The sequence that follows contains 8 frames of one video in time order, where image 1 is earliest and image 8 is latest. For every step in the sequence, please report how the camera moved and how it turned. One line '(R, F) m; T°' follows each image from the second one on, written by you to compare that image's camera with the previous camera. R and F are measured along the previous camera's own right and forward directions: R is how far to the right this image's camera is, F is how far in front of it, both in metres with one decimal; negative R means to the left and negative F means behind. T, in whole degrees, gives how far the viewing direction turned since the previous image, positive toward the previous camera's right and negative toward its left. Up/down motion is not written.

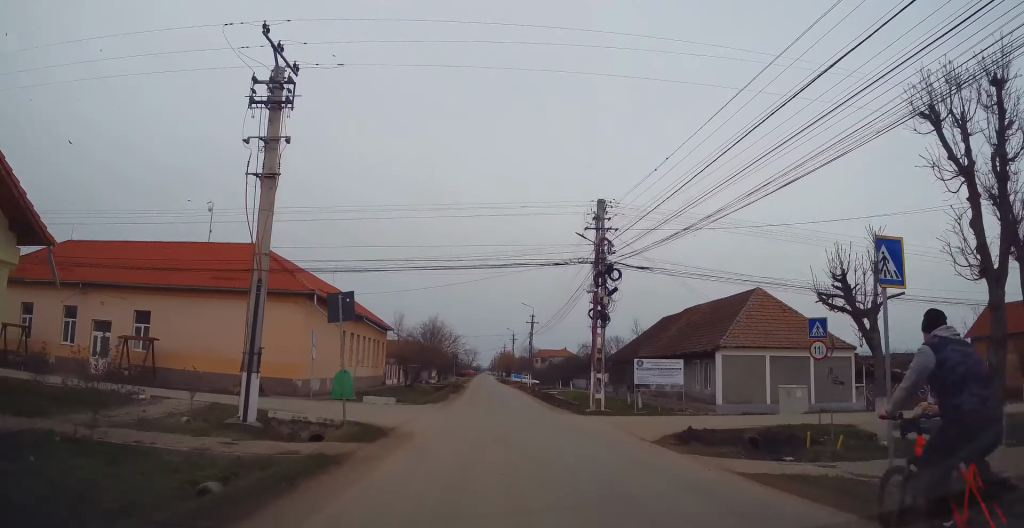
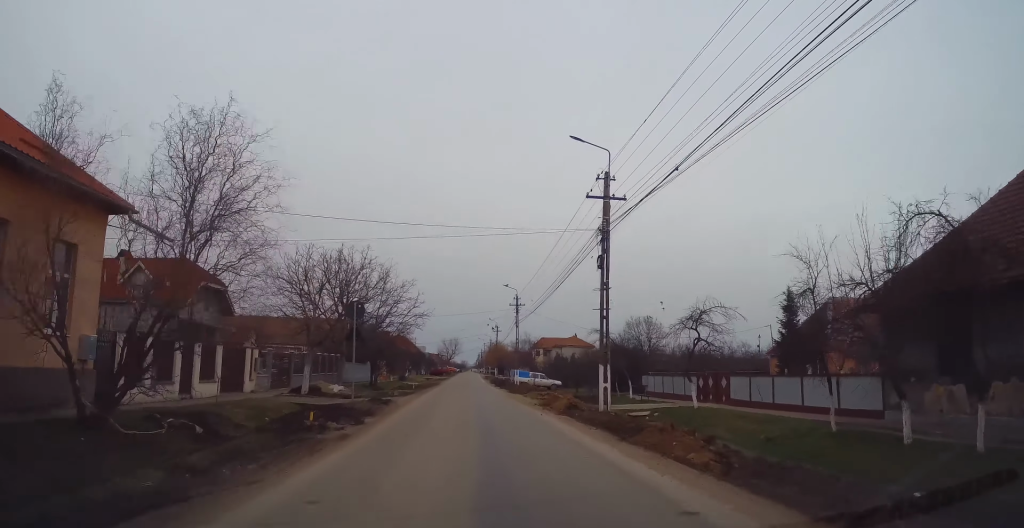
(-0.2, +43.4) m; 0°
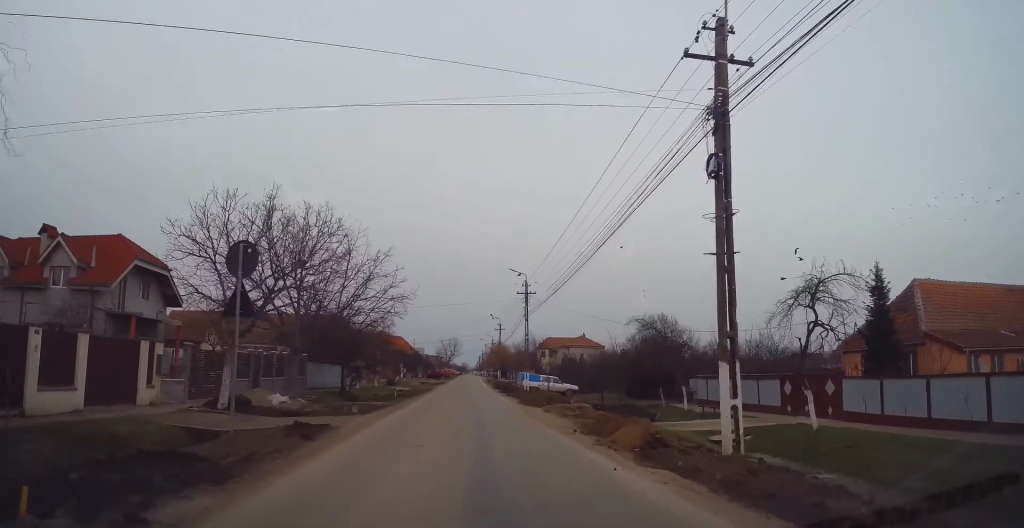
(+0.1, +9.4) m; 0°
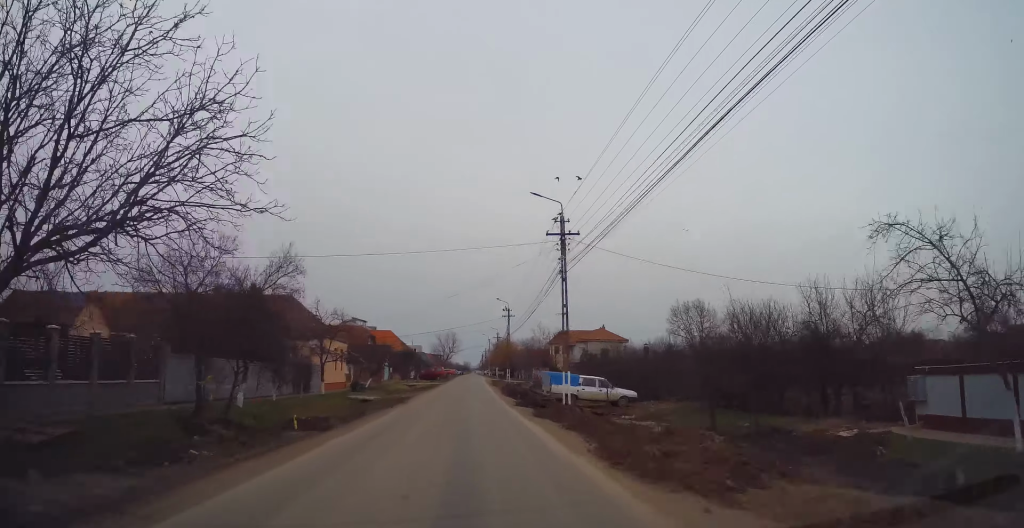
(-0.1, +18.0) m; 0°
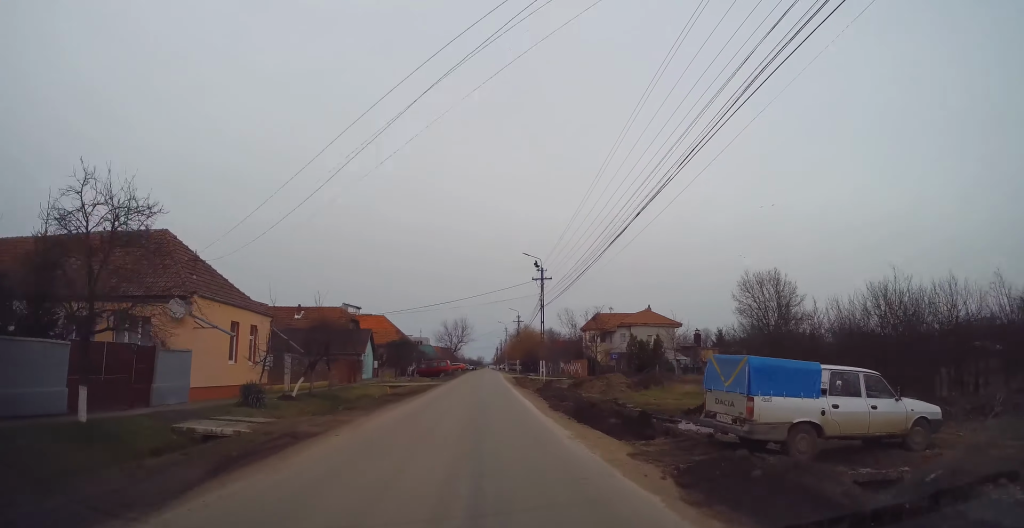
(0.0, +21.6) m; 0°
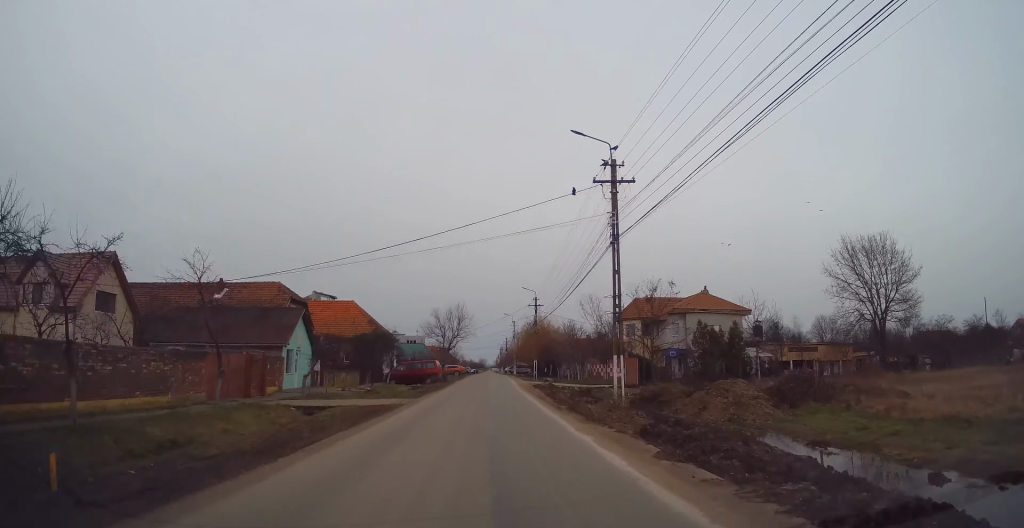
(-0.1, +21.7) m; -1°
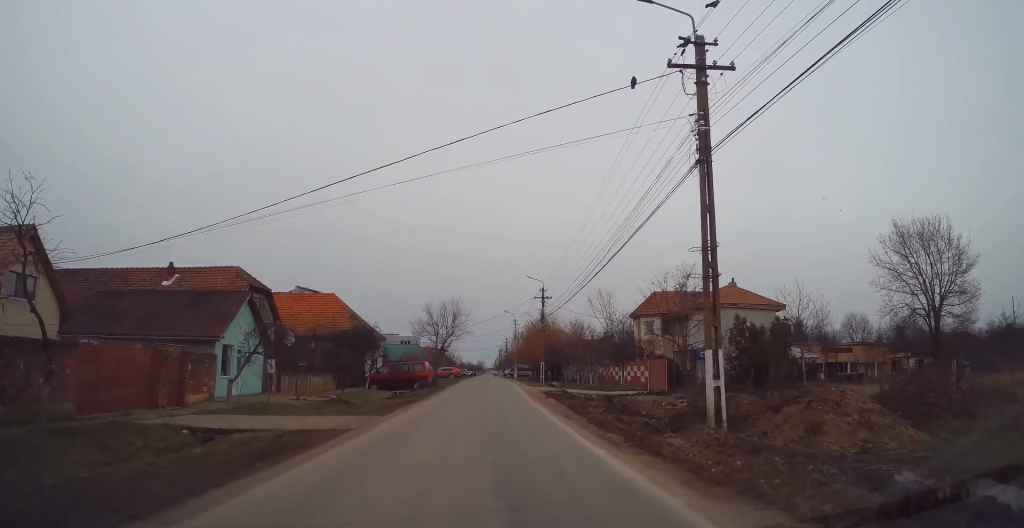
(0.0, +8.0) m; 0°
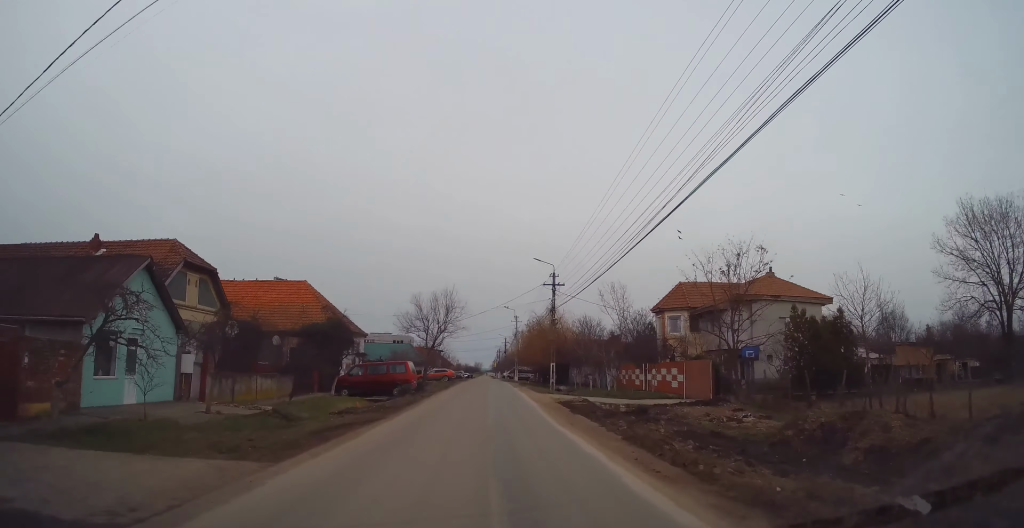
(0.0, +8.5) m; 0°
